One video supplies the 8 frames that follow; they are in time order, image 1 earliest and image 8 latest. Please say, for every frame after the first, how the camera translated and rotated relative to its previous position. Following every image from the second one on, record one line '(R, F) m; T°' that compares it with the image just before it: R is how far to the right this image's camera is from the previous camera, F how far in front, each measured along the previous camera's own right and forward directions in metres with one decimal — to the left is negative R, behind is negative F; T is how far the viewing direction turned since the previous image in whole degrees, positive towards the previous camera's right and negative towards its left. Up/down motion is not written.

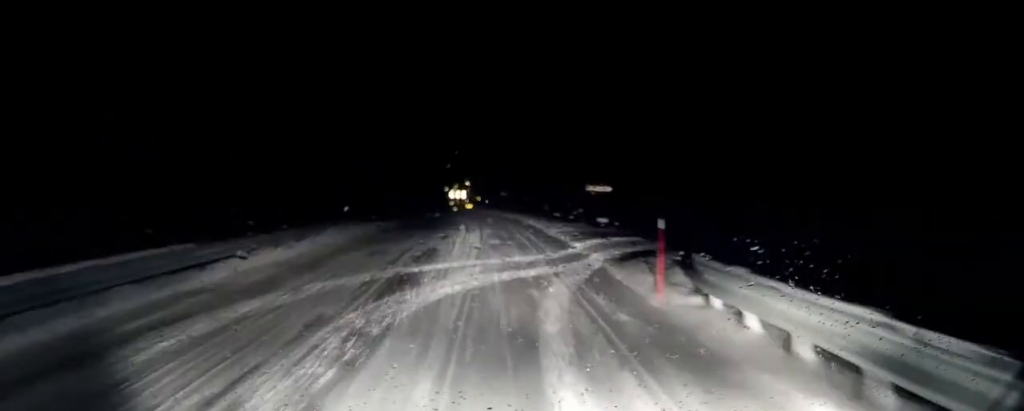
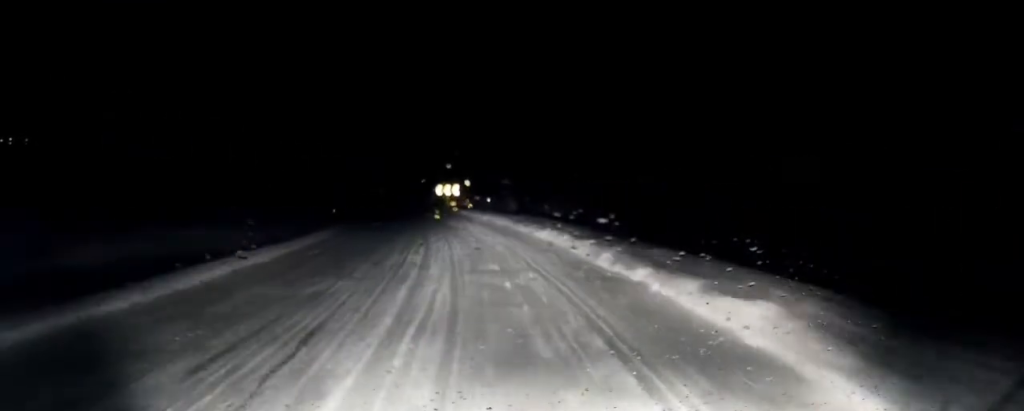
(0.0, +22.6) m; -2°
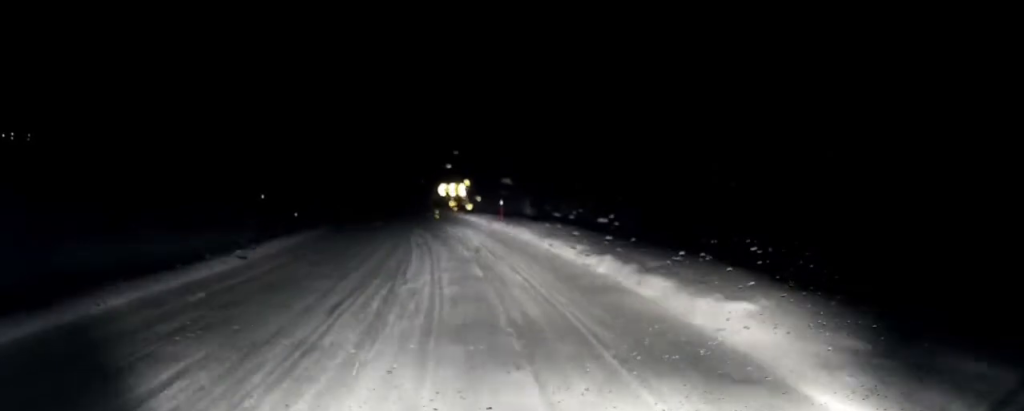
(-0.1, +7.6) m; -2°
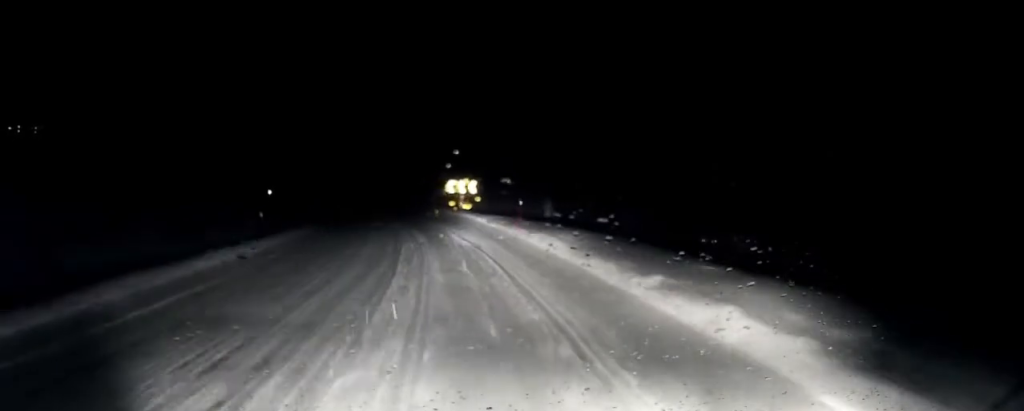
(0.0, +4.8) m; -1°
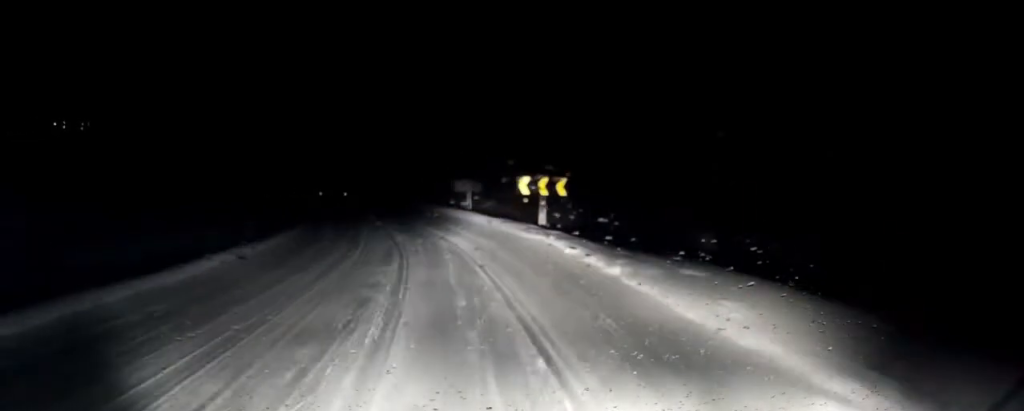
(-0.6, +16.5) m; -5°
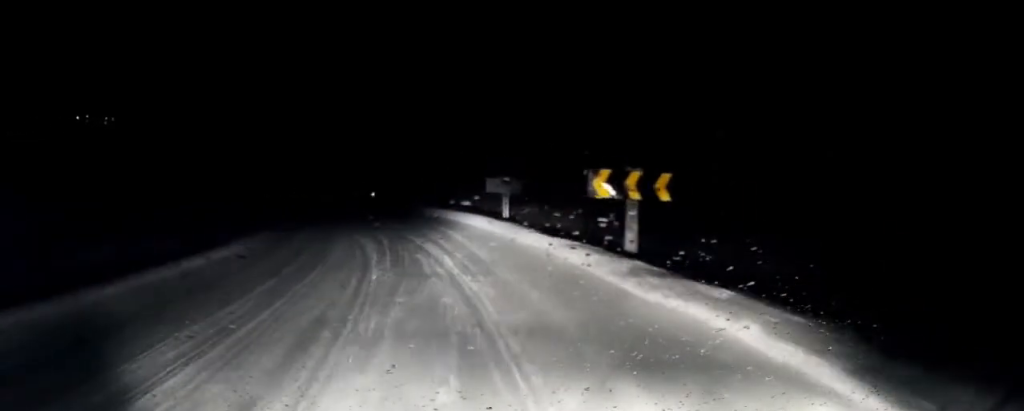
(-0.3, +9.7) m; -4°
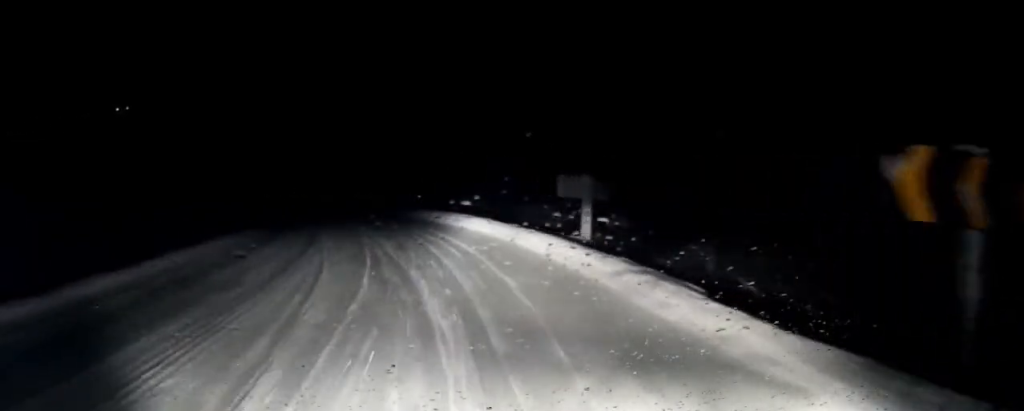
(-0.4, +9.4) m; -5°
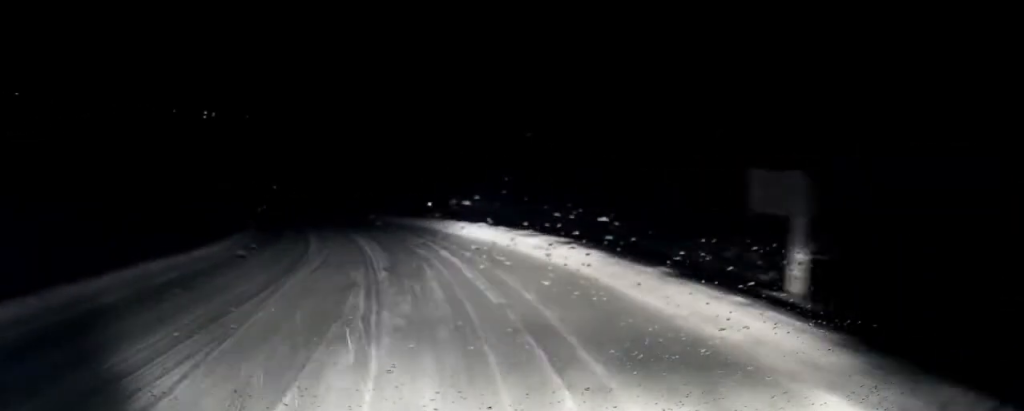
(-0.3, +9.0) m; -6°
